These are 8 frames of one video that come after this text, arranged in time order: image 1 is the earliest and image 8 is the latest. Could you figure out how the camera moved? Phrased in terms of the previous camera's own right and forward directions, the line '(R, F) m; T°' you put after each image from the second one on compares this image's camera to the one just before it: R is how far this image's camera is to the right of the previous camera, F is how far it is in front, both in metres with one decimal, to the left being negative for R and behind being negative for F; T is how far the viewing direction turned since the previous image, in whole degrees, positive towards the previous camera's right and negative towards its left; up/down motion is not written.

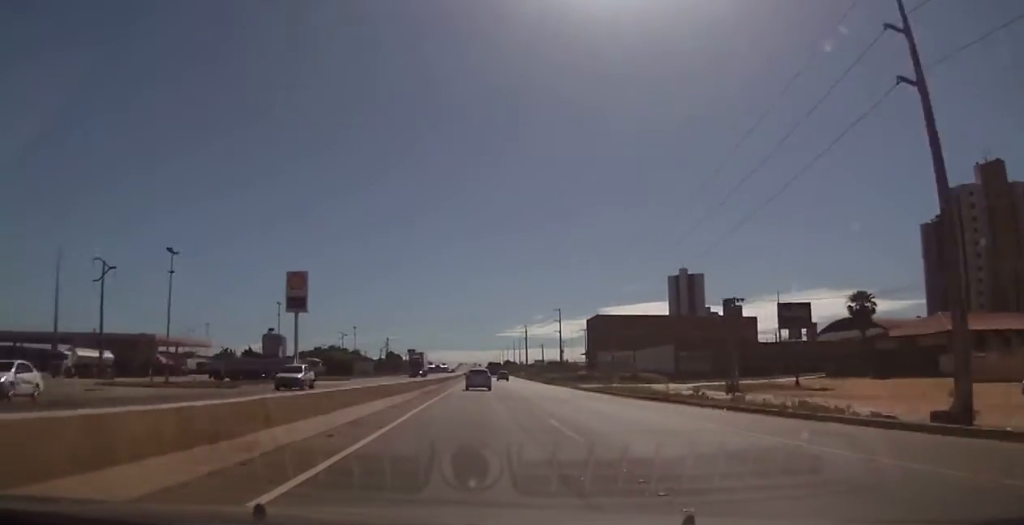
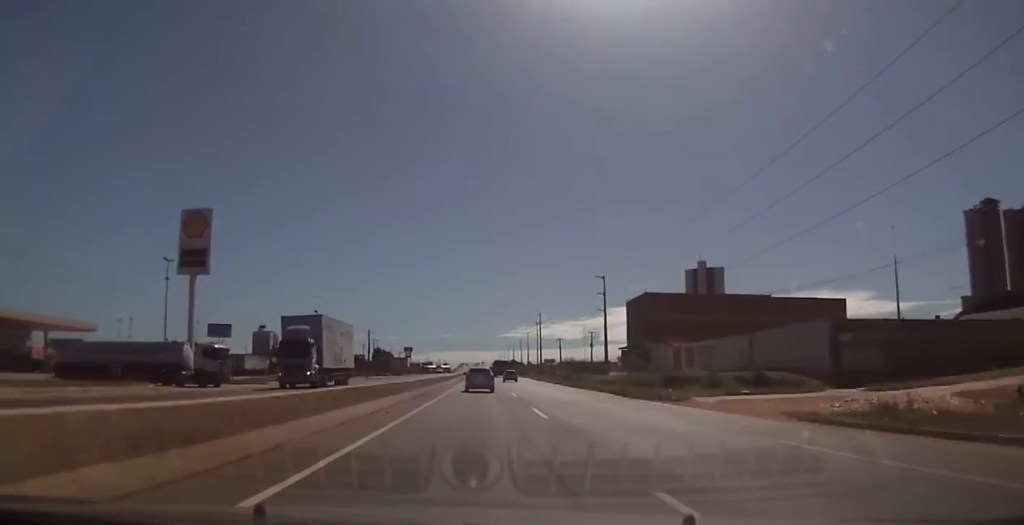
(-0.3, +44.5) m; 0°
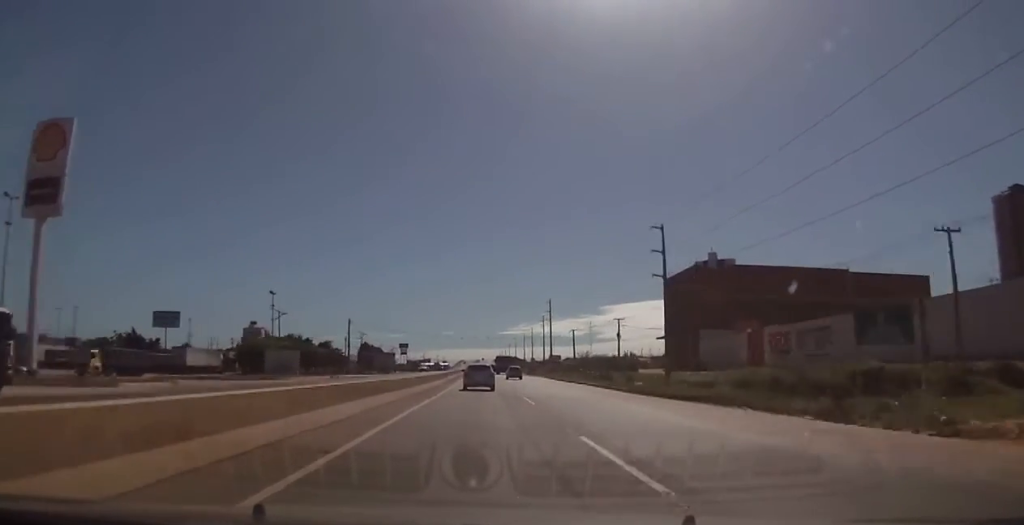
(+0.3, +32.9) m; 0°
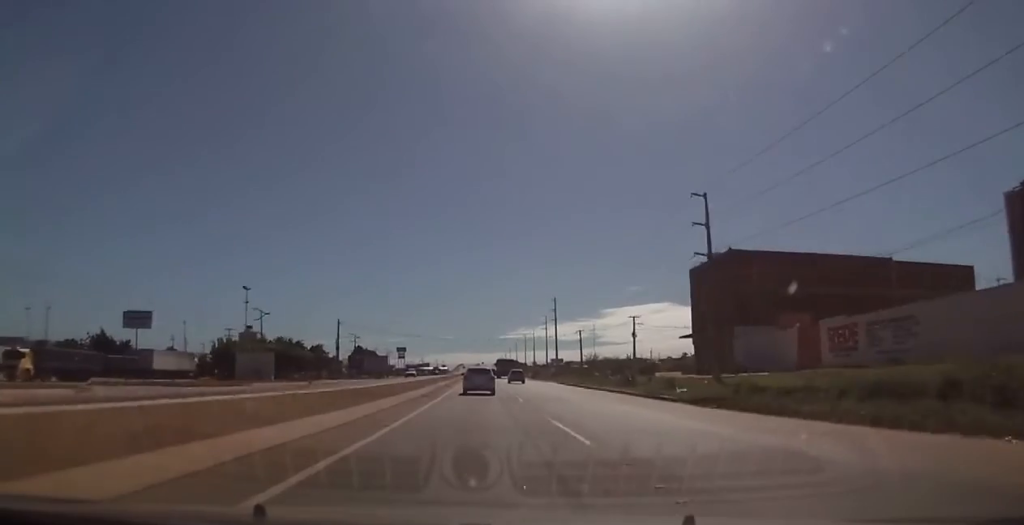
(0.0, +13.7) m; 0°
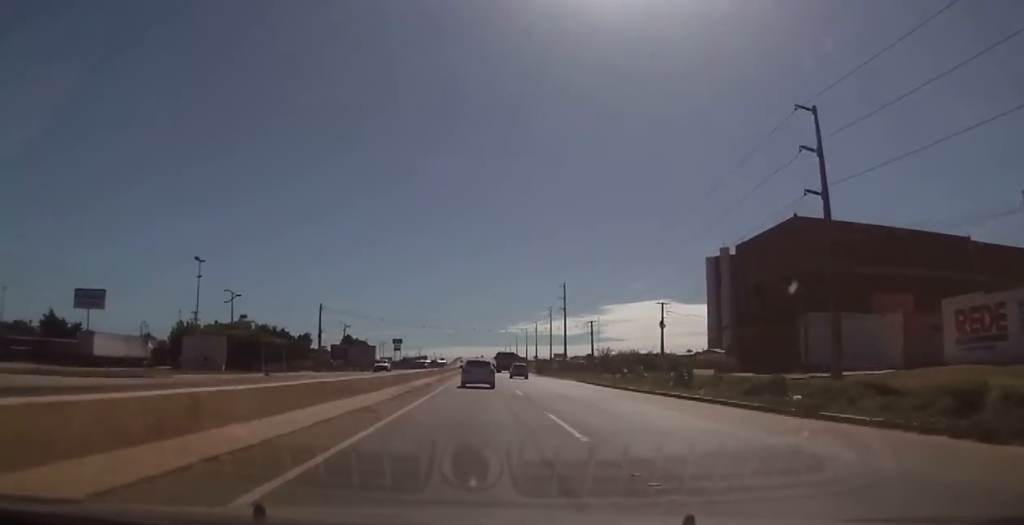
(-0.2, +18.0) m; -1°
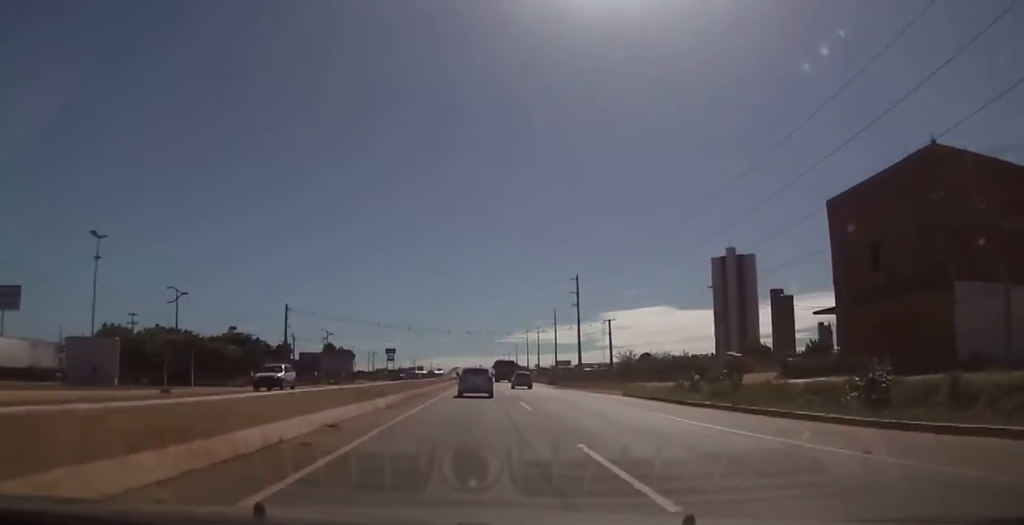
(0.0, +22.0) m; 0°
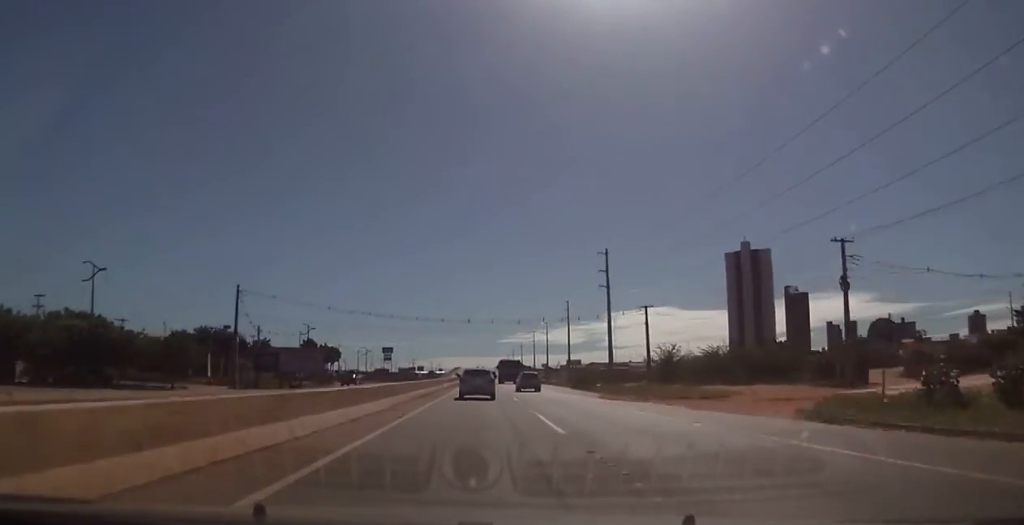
(+0.1, +24.2) m; 0°
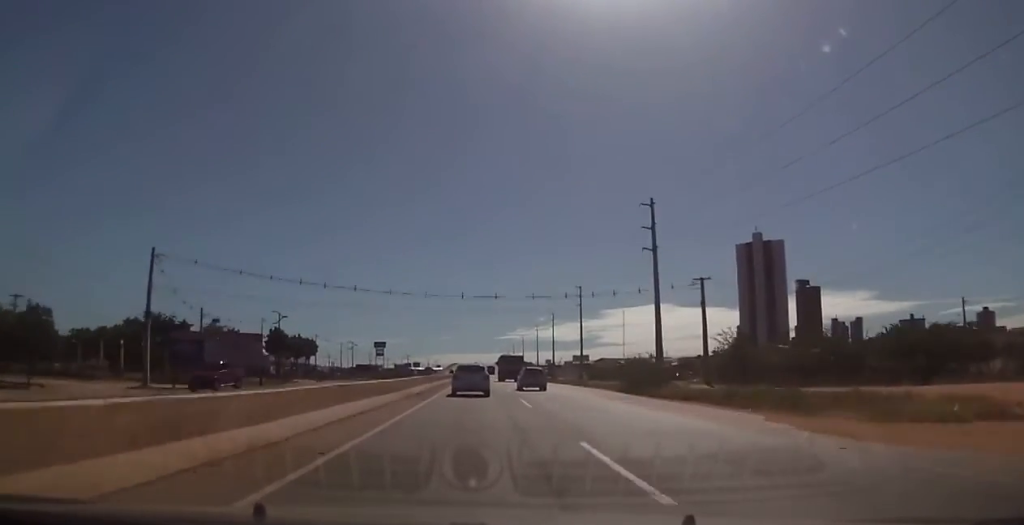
(0.0, +26.7) m; 0°
